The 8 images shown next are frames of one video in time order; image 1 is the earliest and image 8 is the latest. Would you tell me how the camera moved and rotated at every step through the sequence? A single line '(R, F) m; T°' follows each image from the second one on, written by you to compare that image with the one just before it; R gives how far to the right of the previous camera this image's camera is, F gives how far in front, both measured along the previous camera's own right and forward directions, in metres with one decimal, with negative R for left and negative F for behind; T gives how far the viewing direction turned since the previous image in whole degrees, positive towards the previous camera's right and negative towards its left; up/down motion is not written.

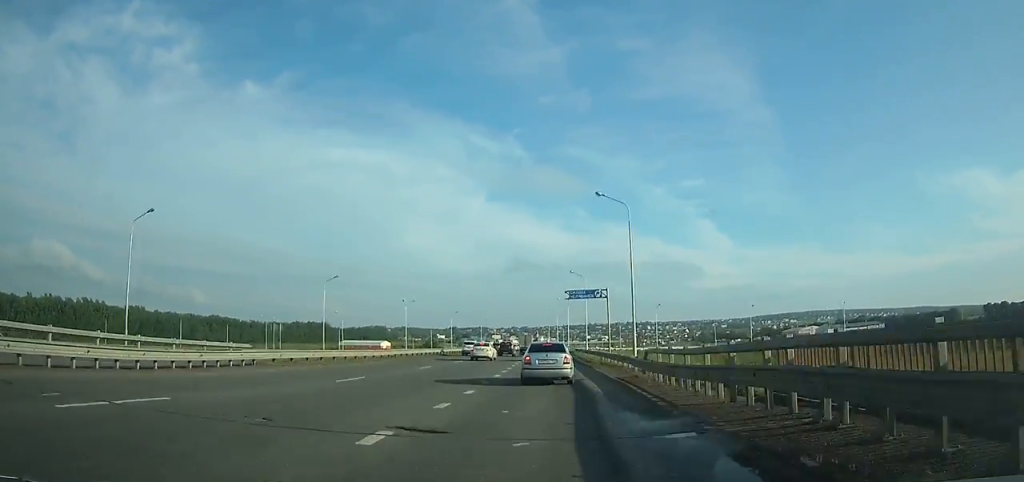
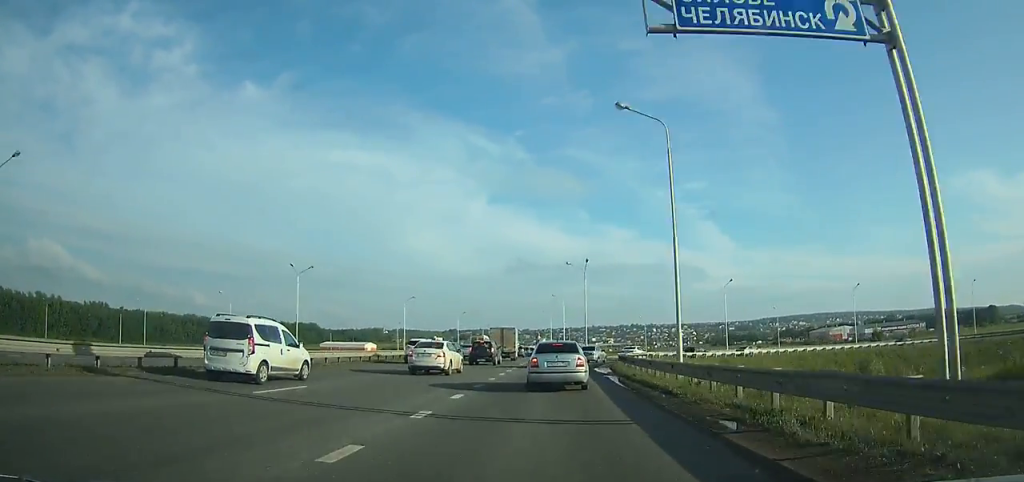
(-0.3, +53.1) m; 0°
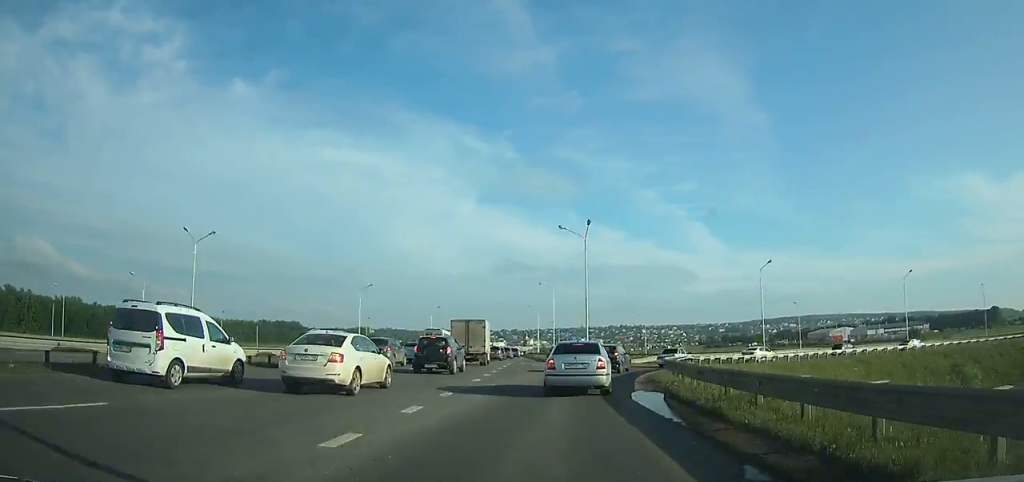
(+0.1, +19.3) m; +2°
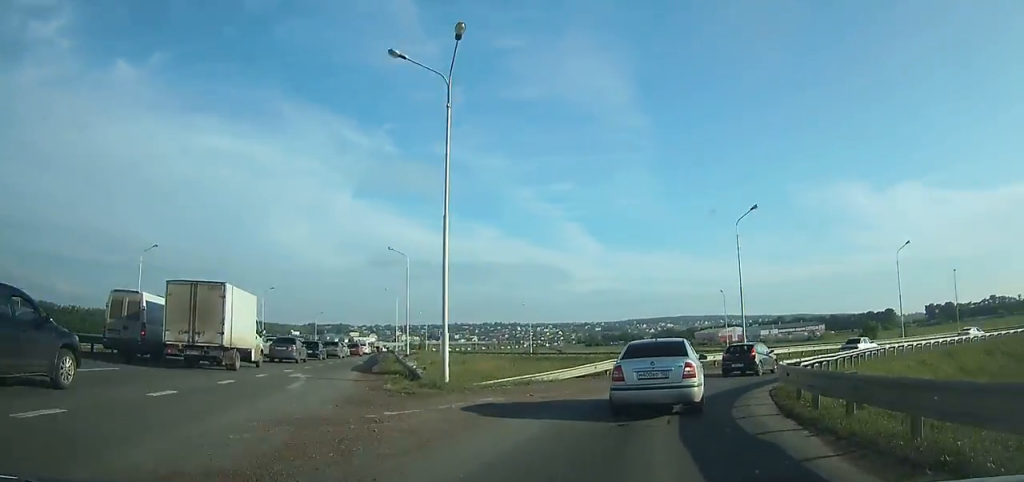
(+1.4, +26.6) m; +15°
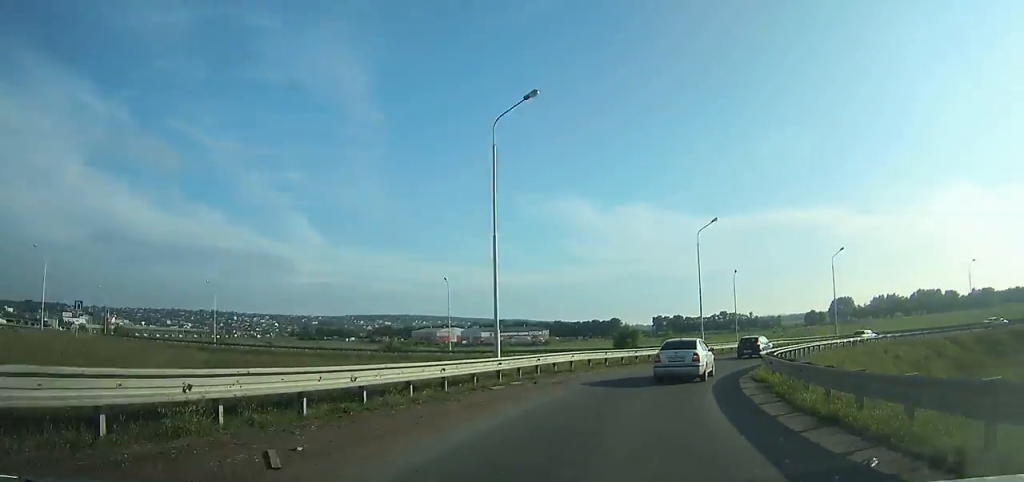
(+5.9, +24.7) m; +30°
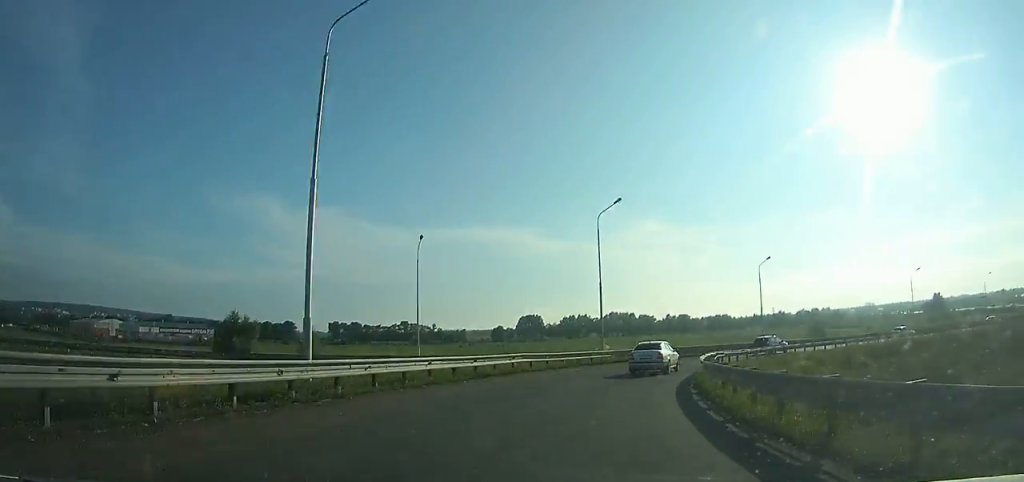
(+7.5, +30.6) m; +29°
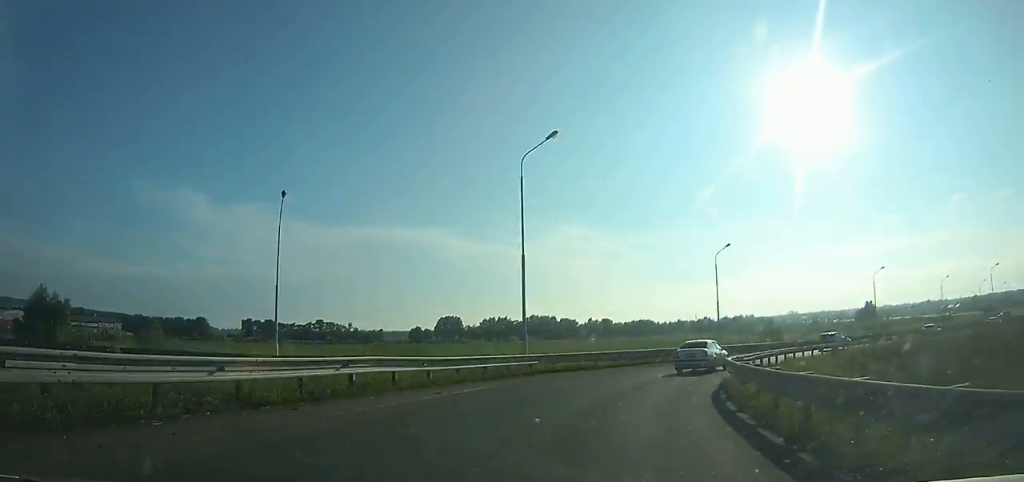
(+1.9, +12.1) m; +11°
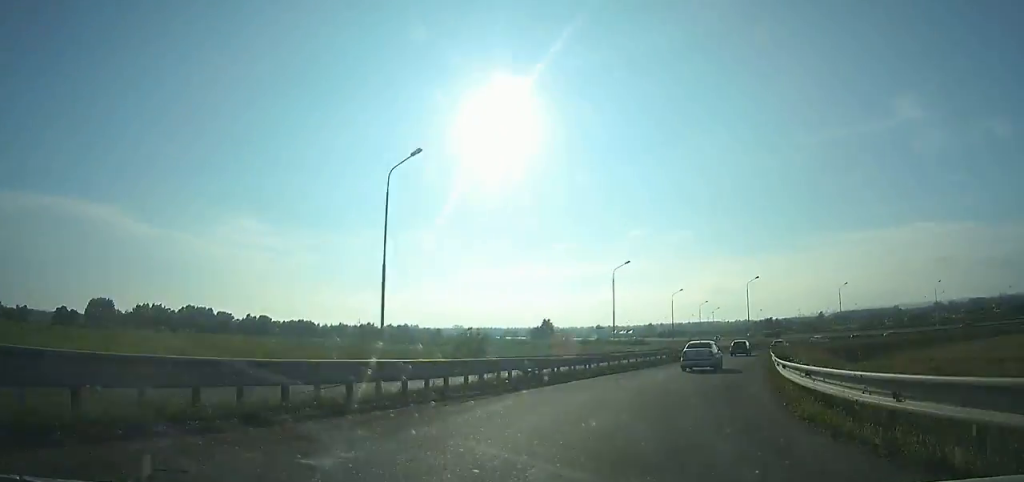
(+5.4, +27.2) m; +23°
